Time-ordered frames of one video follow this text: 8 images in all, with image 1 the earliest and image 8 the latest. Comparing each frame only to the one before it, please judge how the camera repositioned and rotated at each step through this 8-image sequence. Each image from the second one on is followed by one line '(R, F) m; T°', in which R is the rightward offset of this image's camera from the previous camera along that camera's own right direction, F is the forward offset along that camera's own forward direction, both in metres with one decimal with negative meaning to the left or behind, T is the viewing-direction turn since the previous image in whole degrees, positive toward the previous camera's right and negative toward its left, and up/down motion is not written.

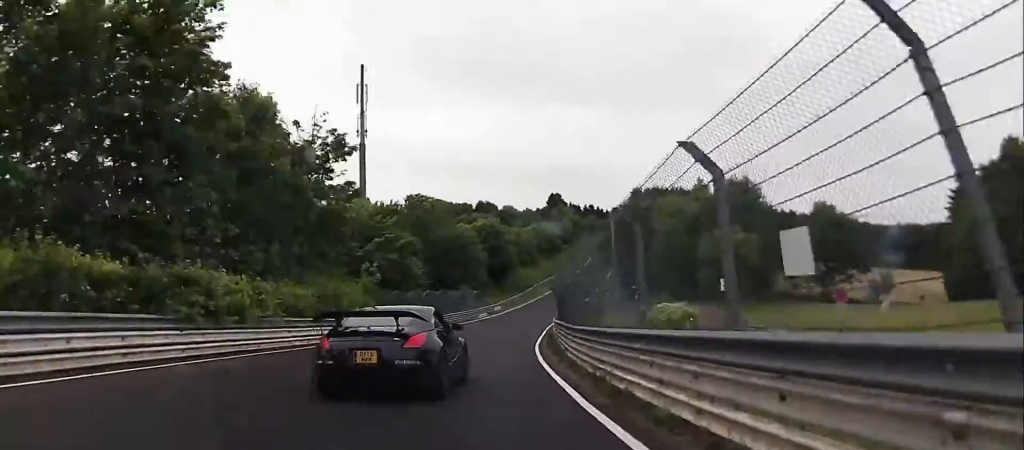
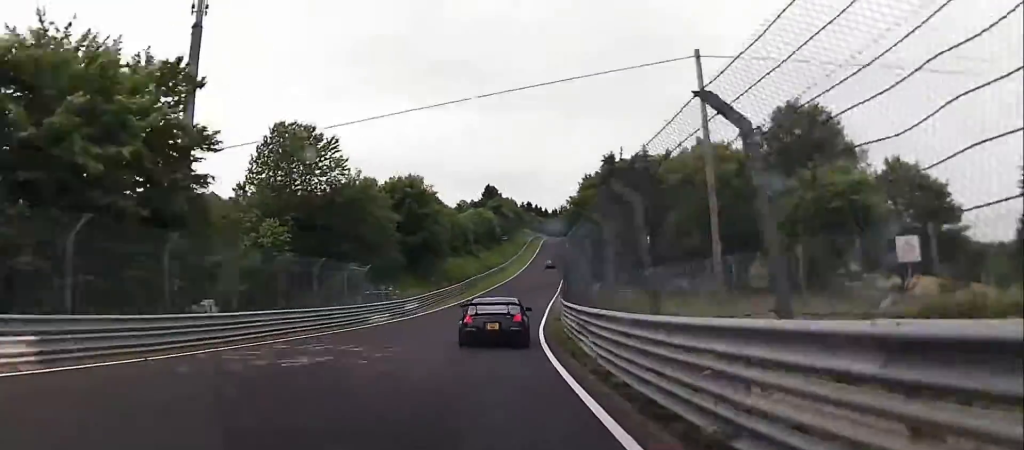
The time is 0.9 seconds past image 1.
(+0.5, +34.6) m; +4°
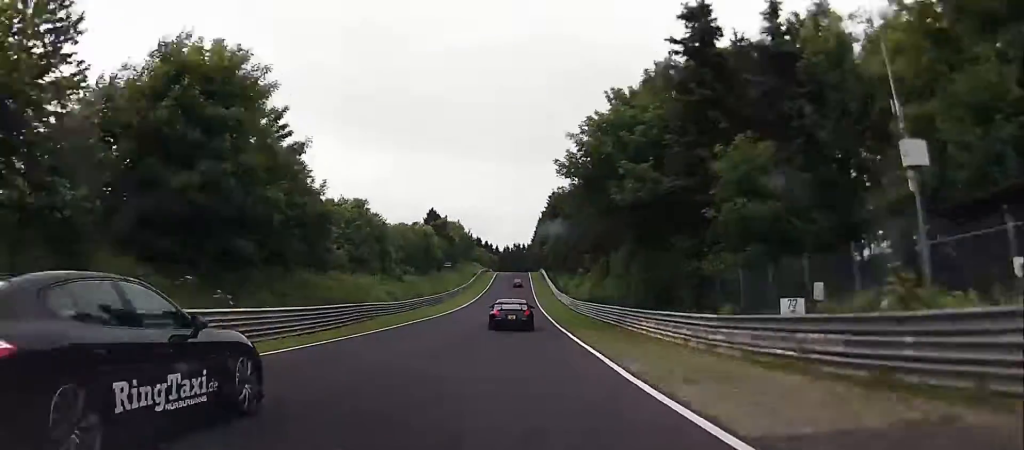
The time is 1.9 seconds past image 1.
(+2.0, +40.8) m; +5°
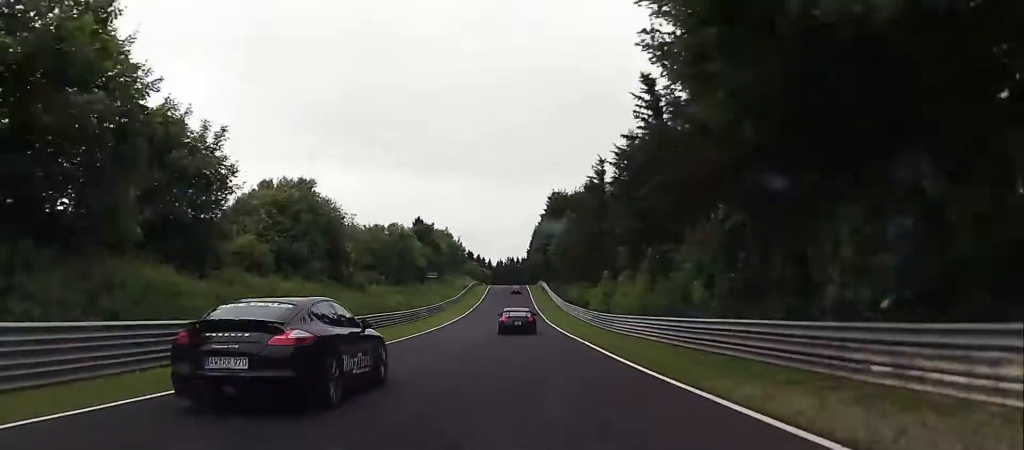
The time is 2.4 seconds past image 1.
(+0.7, +19.4) m; +1°
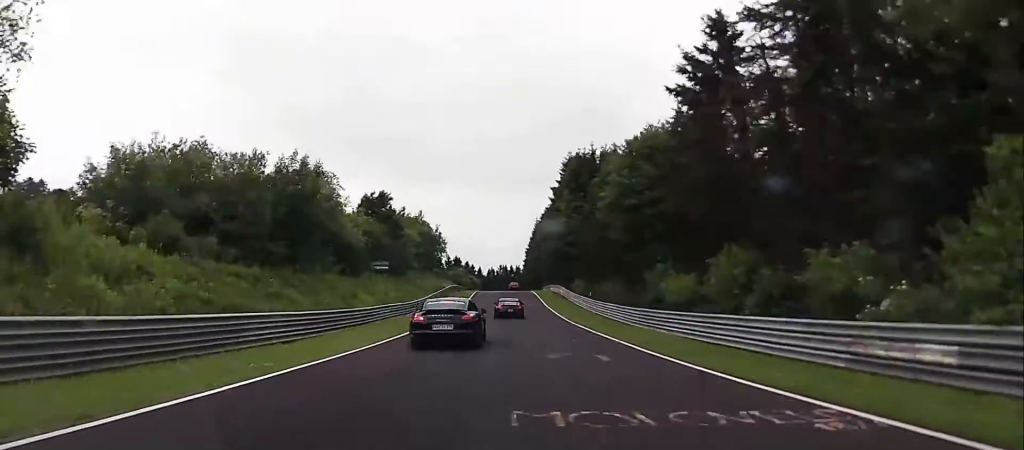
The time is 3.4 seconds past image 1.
(+0.5, +41.2) m; +1°
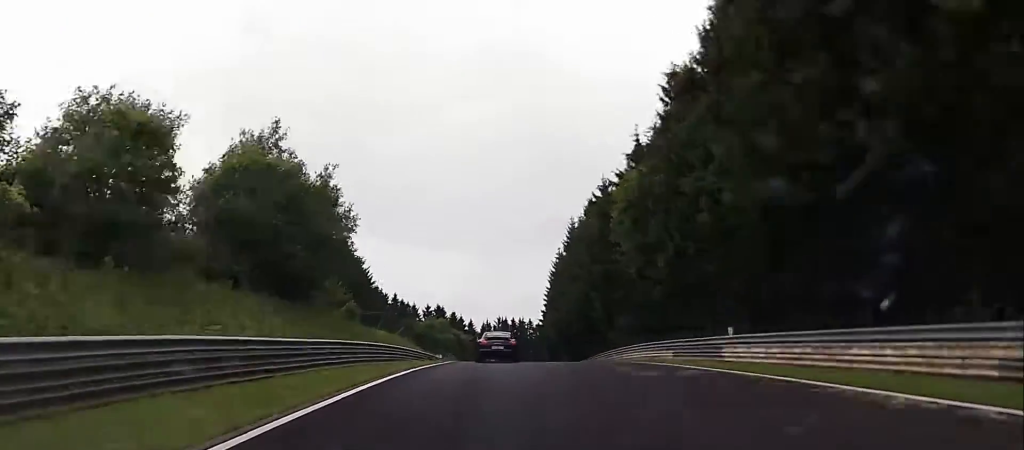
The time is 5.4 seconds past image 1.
(+0.1, +78.8) m; +1°
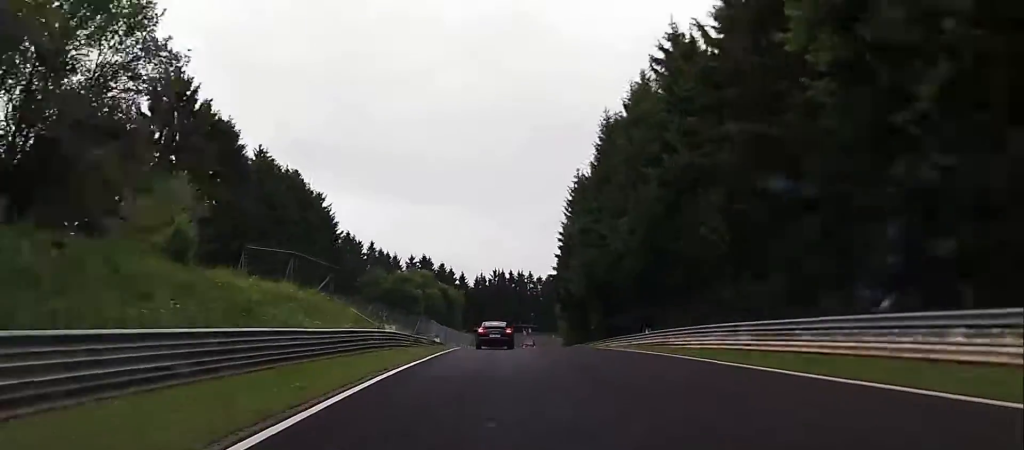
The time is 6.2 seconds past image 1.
(+0.3, +29.9) m; +1°
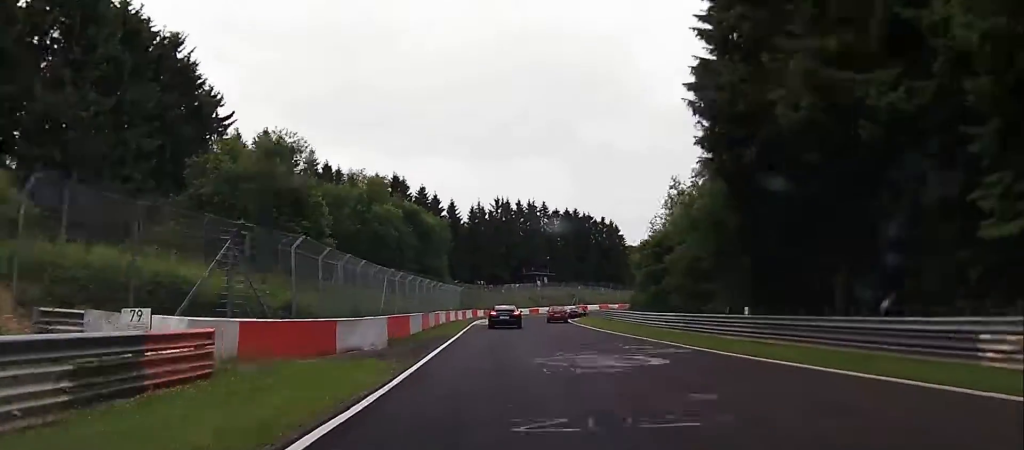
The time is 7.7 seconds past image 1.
(+0.3, +57.3) m; +1°
